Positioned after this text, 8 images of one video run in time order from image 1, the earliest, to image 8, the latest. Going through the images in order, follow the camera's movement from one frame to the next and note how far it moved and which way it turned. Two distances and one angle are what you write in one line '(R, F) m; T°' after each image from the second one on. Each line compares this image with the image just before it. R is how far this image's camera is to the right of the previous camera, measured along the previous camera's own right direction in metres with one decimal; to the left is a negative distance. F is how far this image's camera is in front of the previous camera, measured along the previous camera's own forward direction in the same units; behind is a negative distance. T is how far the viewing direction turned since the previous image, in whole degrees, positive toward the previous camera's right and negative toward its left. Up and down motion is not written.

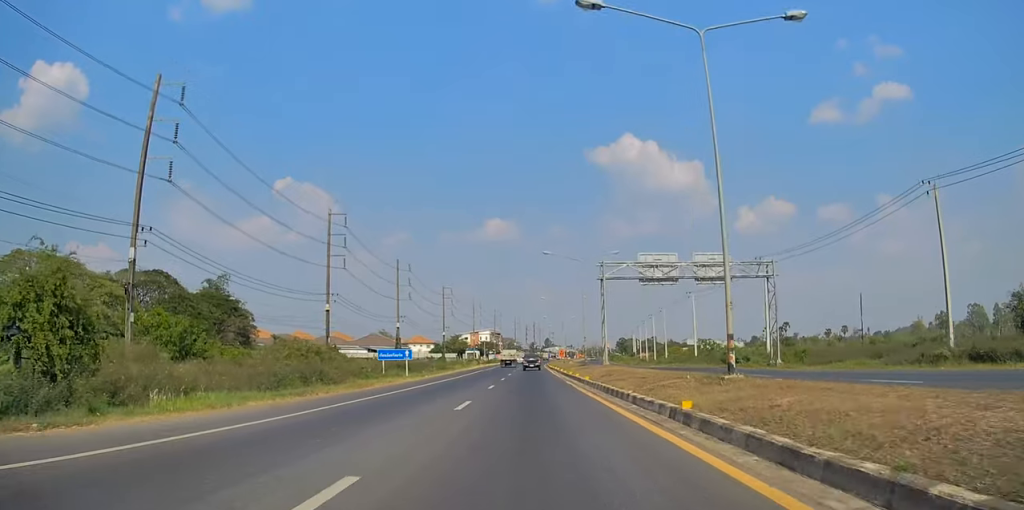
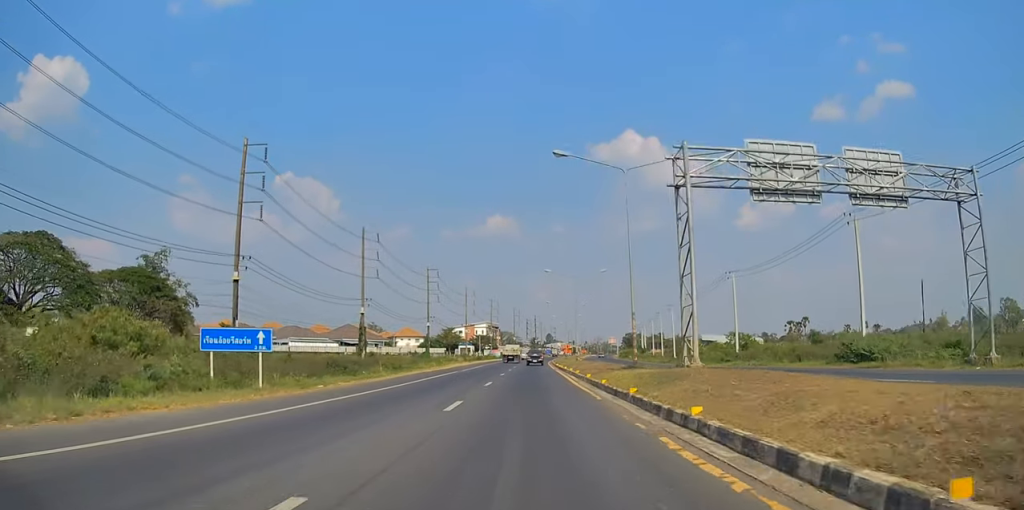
(-0.4, +25.9) m; -1°
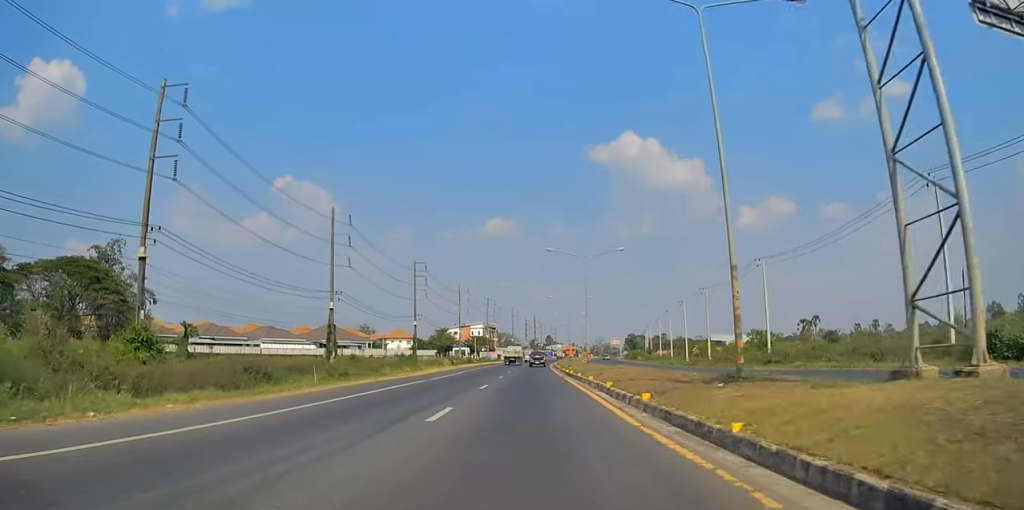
(+0.1, +13.6) m; +1°
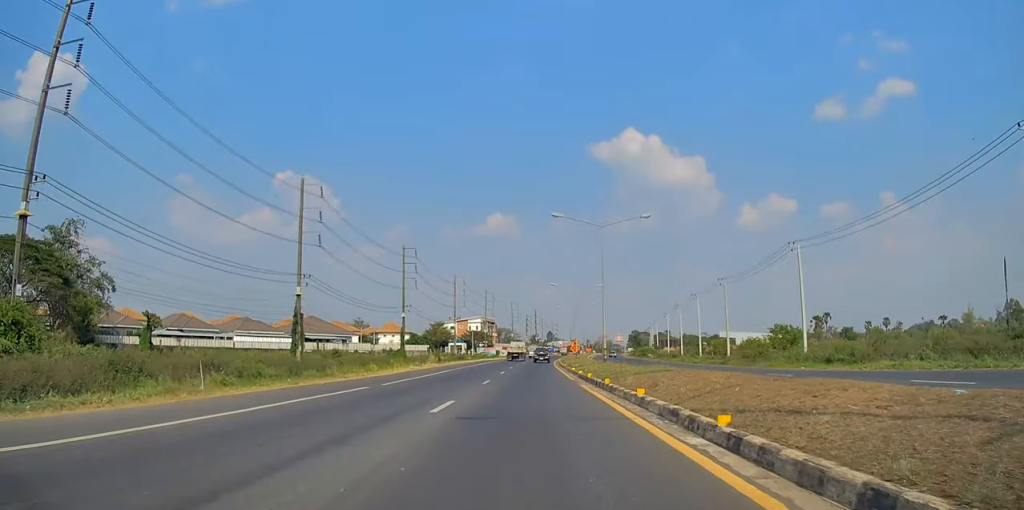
(+0.3, +11.5) m; +1°
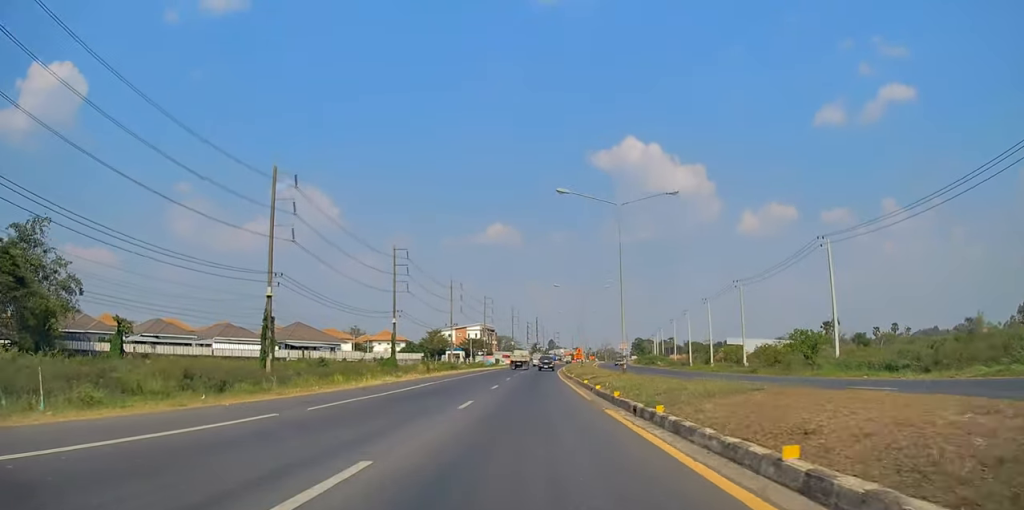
(-0.1, +8.9) m; 0°
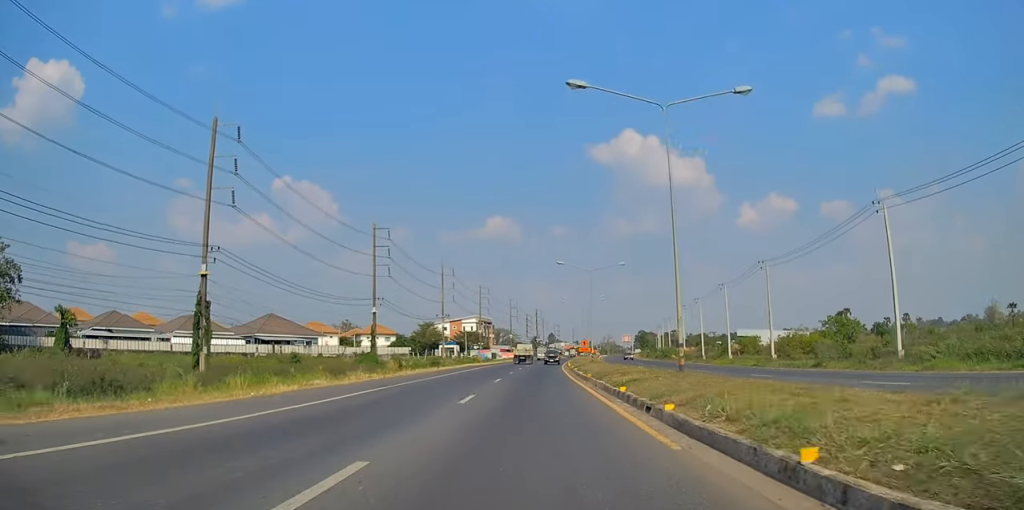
(-0.1, +12.4) m; 0°
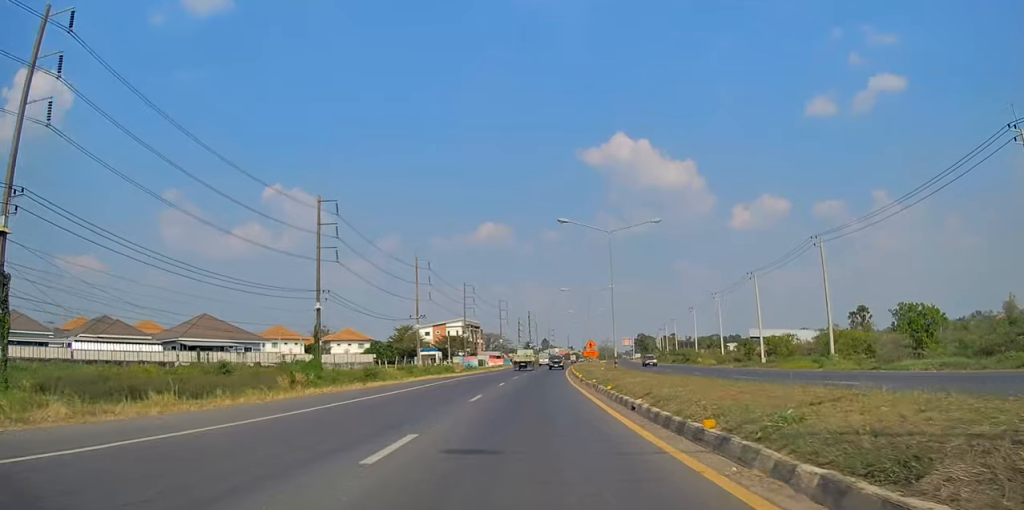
(+0.3, +21.5) m; 0°
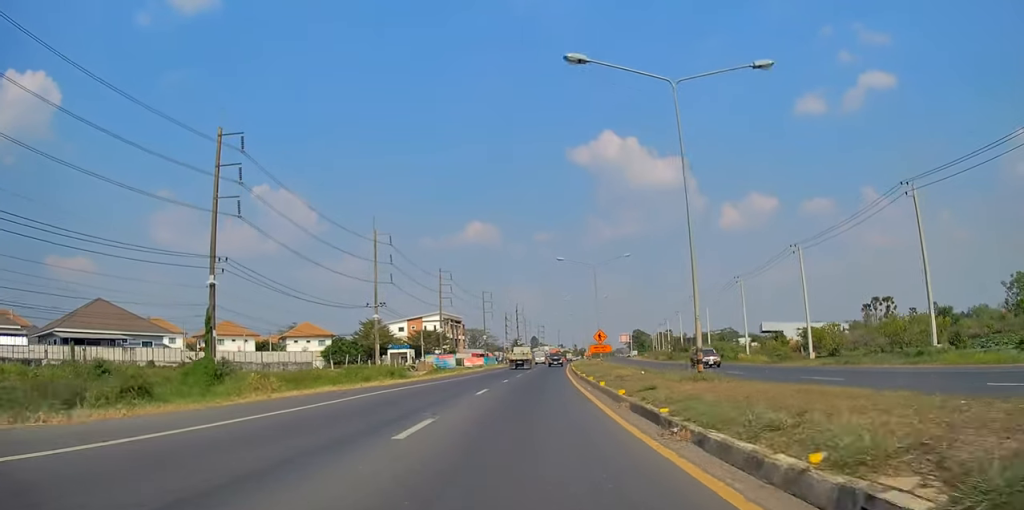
(-0.2, +21.5) m; 0°
